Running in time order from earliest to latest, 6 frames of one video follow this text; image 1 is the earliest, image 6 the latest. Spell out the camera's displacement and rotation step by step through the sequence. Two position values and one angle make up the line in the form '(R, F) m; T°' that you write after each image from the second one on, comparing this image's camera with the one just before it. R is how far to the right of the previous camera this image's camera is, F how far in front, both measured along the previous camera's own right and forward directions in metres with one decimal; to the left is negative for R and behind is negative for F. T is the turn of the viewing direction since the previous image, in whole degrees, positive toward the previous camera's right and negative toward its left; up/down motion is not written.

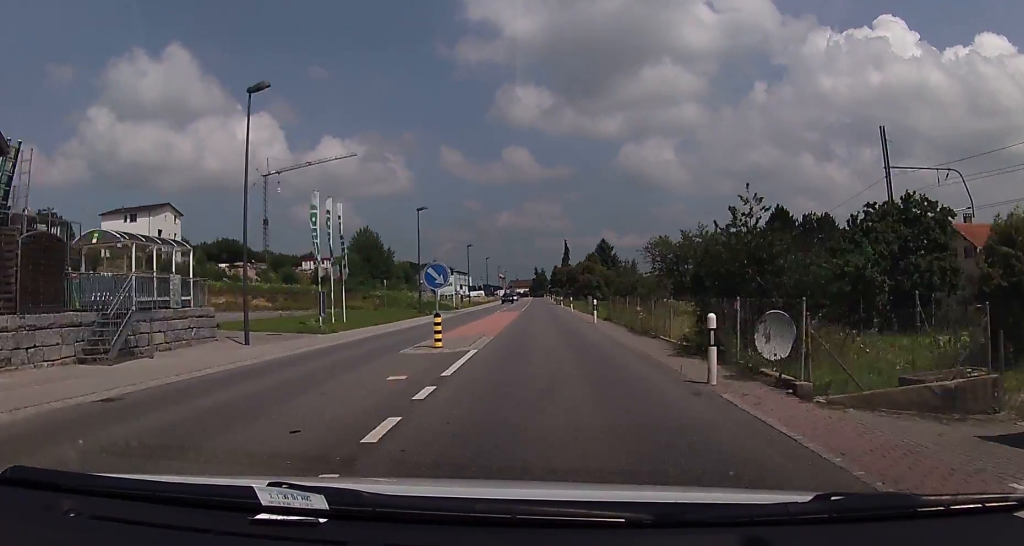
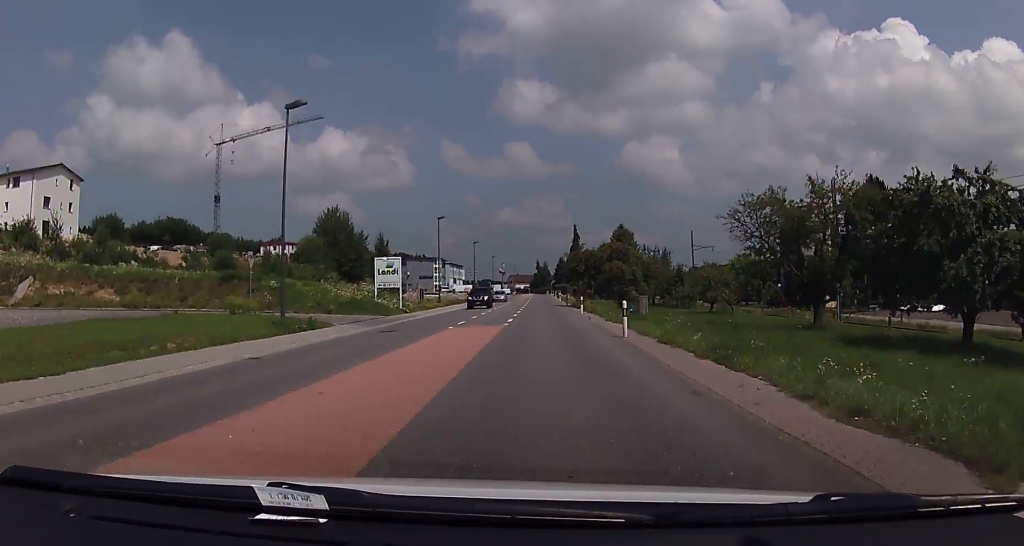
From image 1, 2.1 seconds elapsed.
(-0.3, +30.1) m; -1°
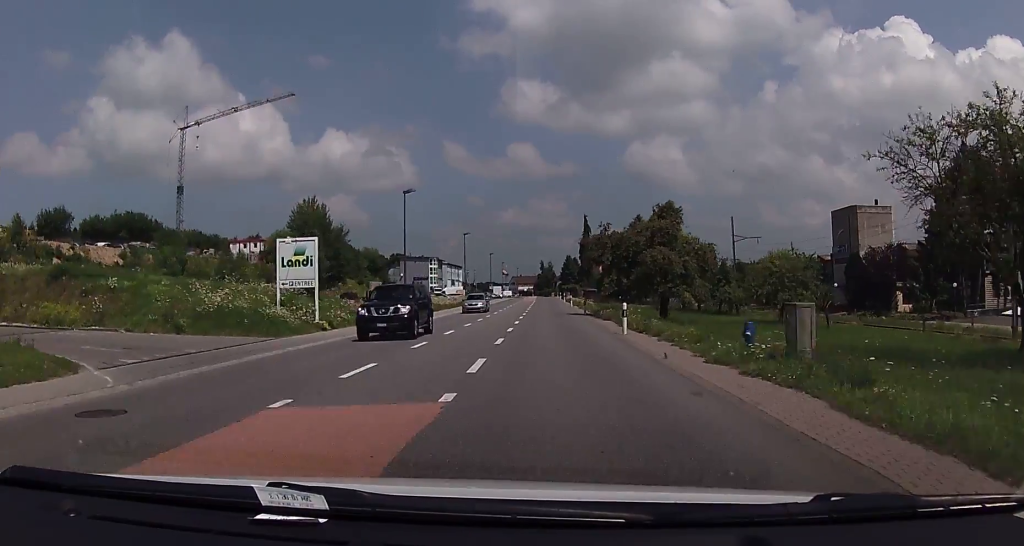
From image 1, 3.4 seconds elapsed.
(-0.4, +18.7) m; -3°
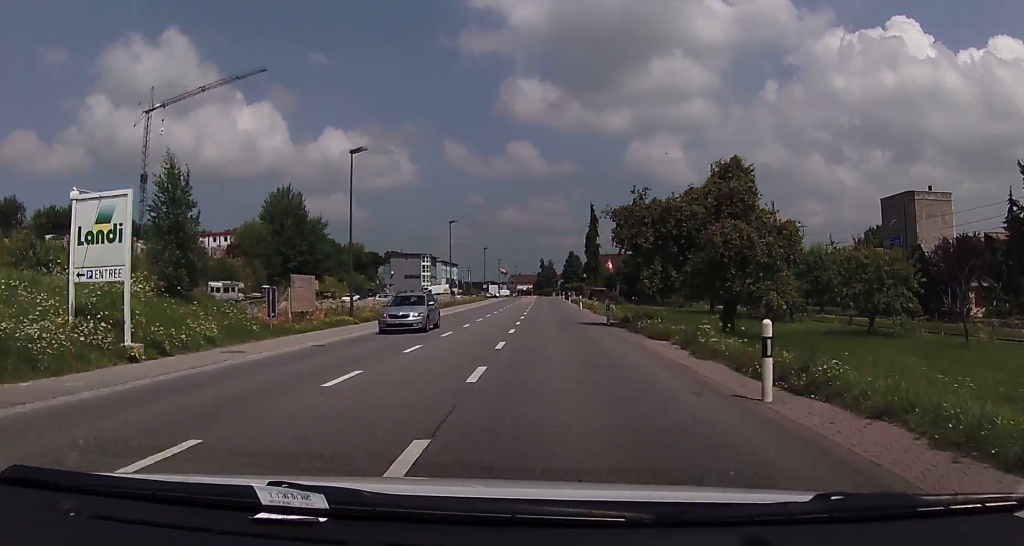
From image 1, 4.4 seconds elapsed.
(-0.1, +13.7) m; 0°
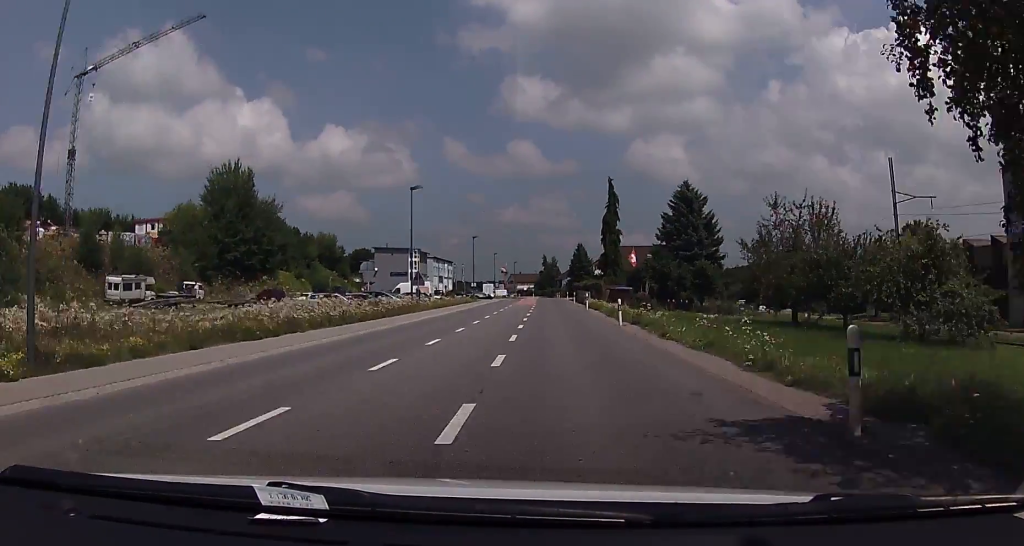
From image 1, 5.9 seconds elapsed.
(+0.2, +22.1) m; 0°
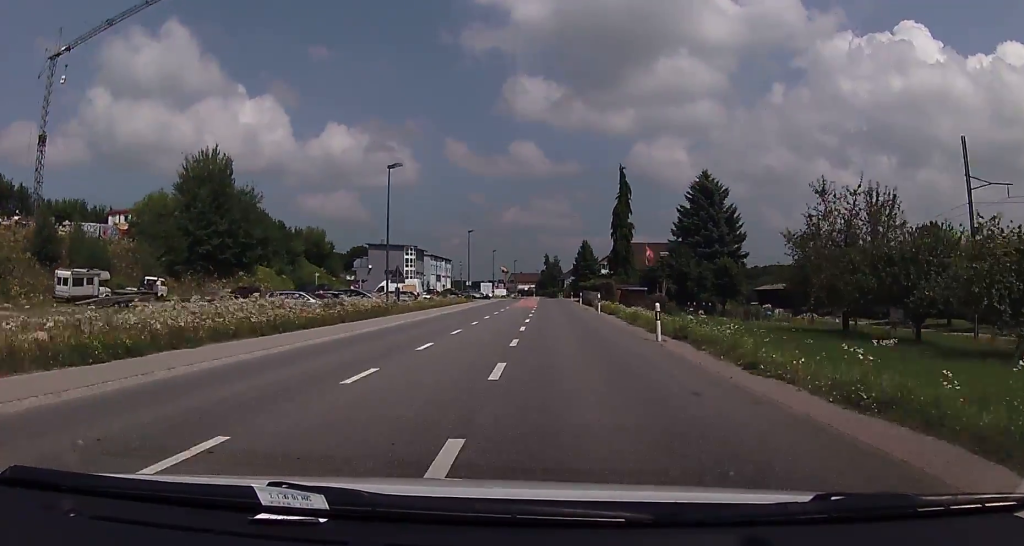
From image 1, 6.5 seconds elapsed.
(-0.2, +8.0) m; 0°
